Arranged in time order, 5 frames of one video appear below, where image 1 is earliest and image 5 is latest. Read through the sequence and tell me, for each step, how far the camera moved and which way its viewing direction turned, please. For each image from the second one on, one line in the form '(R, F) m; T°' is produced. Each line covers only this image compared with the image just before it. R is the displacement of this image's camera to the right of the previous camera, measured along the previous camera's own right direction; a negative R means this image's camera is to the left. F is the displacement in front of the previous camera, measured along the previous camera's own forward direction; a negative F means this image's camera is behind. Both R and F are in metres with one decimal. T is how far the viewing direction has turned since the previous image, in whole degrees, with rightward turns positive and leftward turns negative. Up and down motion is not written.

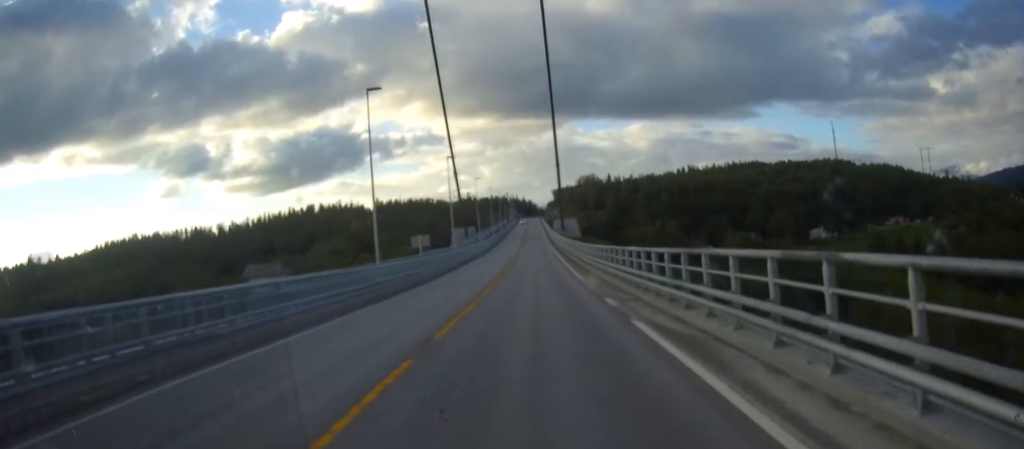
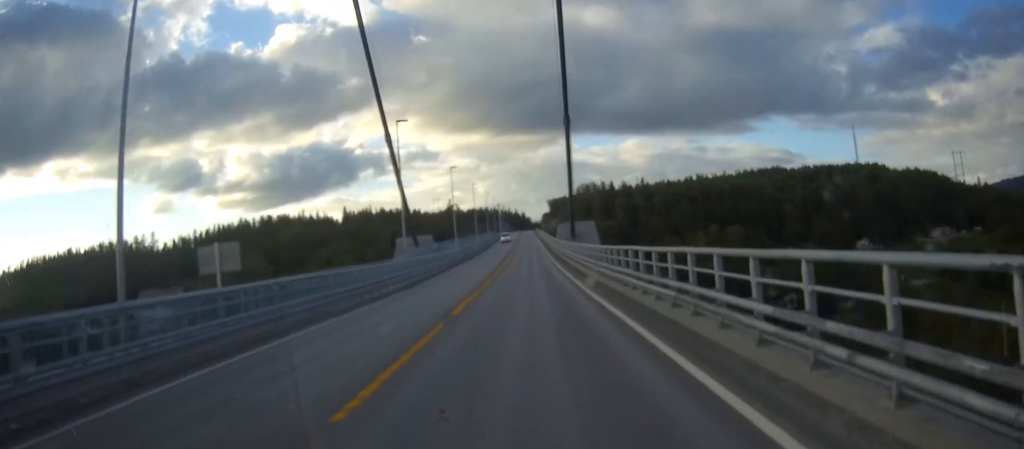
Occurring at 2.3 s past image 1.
(-0.1, +54.2) m; 0°
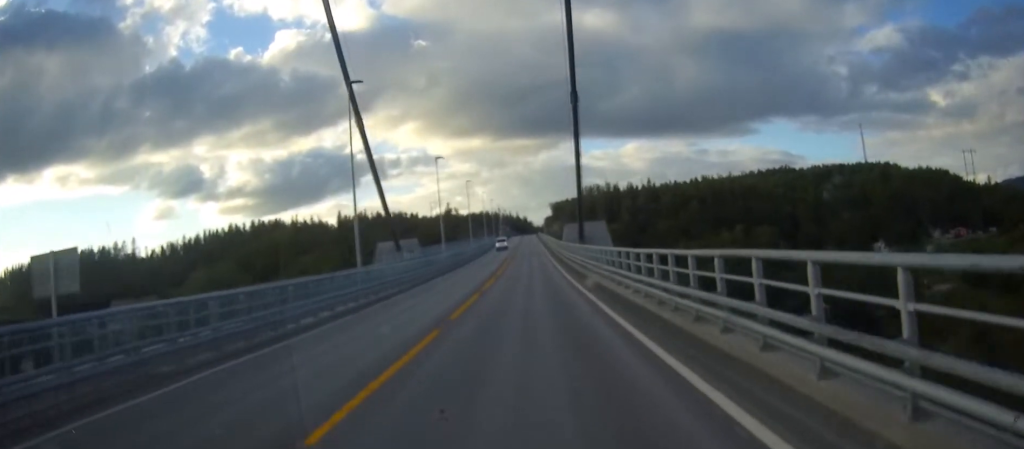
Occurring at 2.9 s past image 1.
(+0.1, +12.4) m; 0°
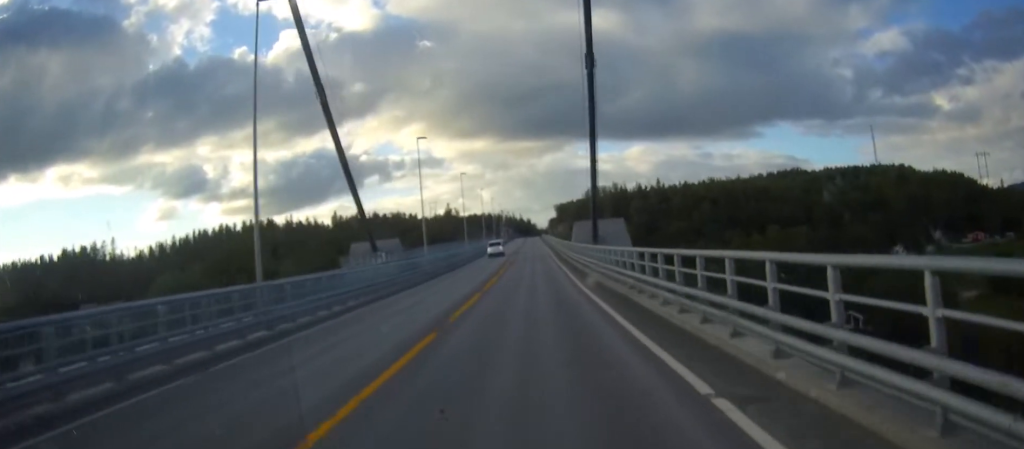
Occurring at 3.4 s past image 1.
(-0.1, +12.4) m; 0°
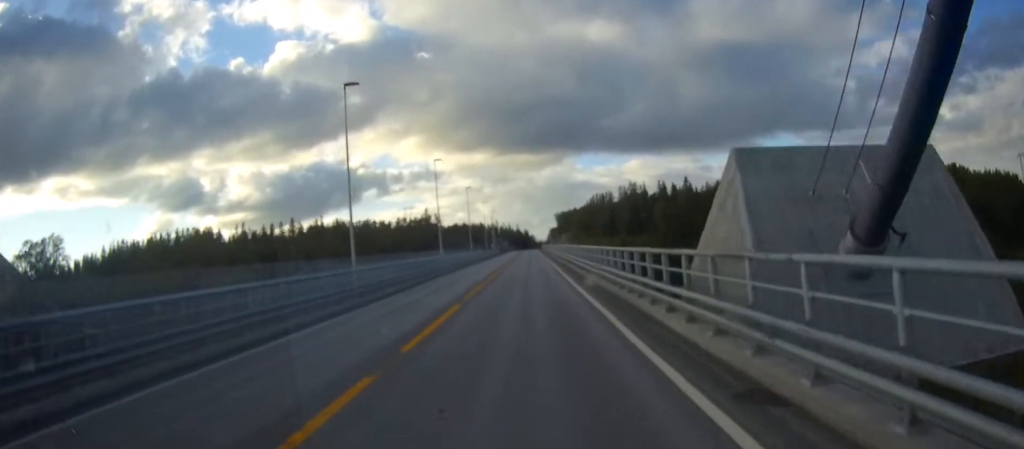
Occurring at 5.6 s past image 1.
(0.0, +51.4) m; 0°
